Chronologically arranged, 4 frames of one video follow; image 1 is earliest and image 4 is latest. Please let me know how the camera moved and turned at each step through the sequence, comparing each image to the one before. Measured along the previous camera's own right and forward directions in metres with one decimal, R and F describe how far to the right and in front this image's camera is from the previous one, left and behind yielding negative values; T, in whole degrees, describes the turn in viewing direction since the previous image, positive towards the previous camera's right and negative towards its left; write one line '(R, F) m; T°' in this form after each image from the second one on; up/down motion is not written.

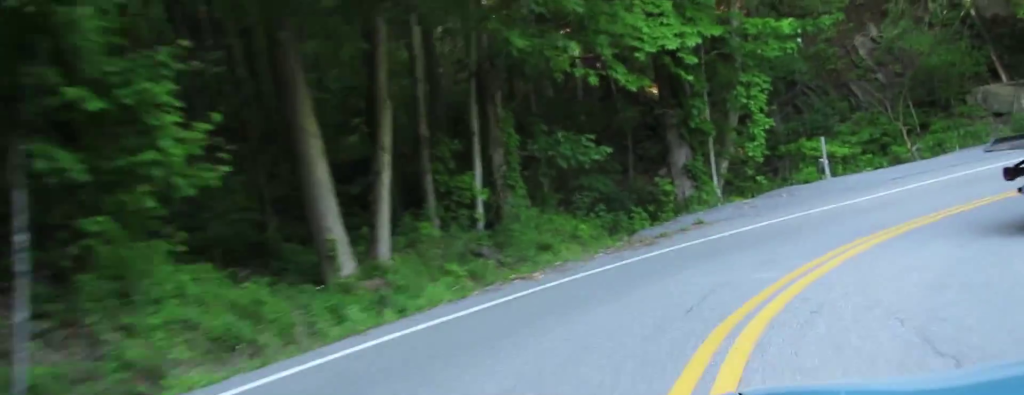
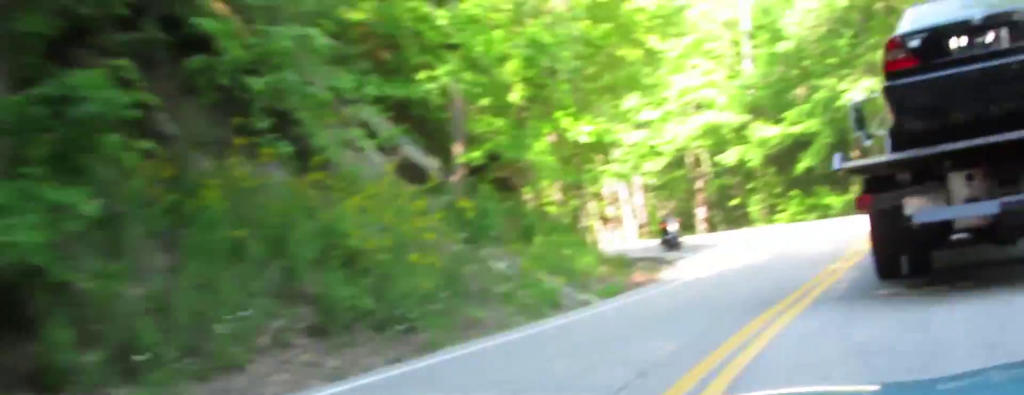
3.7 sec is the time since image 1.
(+20.0, +19.1) m; +78°
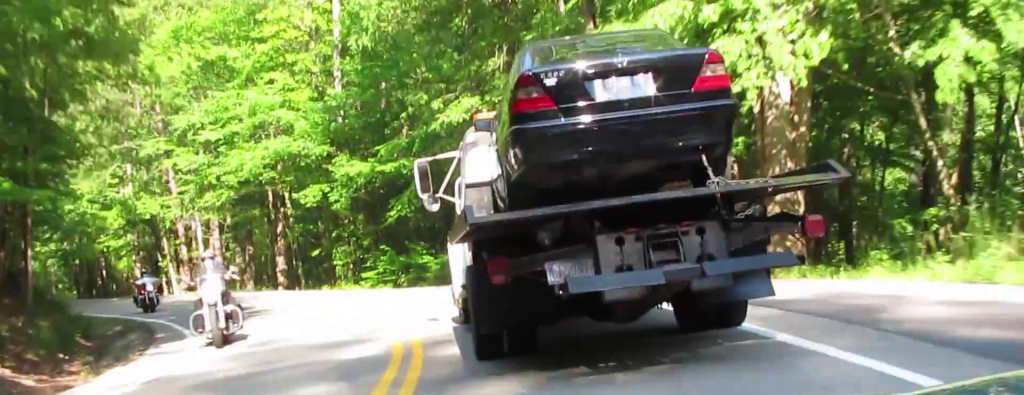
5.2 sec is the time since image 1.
(0.0, +9.8) m; -1°
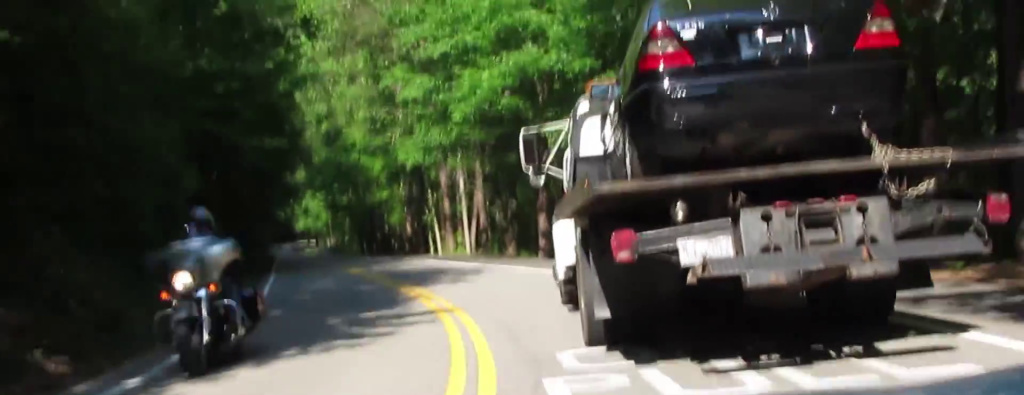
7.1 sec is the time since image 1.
(-0.6, +11.1) m; -11°
